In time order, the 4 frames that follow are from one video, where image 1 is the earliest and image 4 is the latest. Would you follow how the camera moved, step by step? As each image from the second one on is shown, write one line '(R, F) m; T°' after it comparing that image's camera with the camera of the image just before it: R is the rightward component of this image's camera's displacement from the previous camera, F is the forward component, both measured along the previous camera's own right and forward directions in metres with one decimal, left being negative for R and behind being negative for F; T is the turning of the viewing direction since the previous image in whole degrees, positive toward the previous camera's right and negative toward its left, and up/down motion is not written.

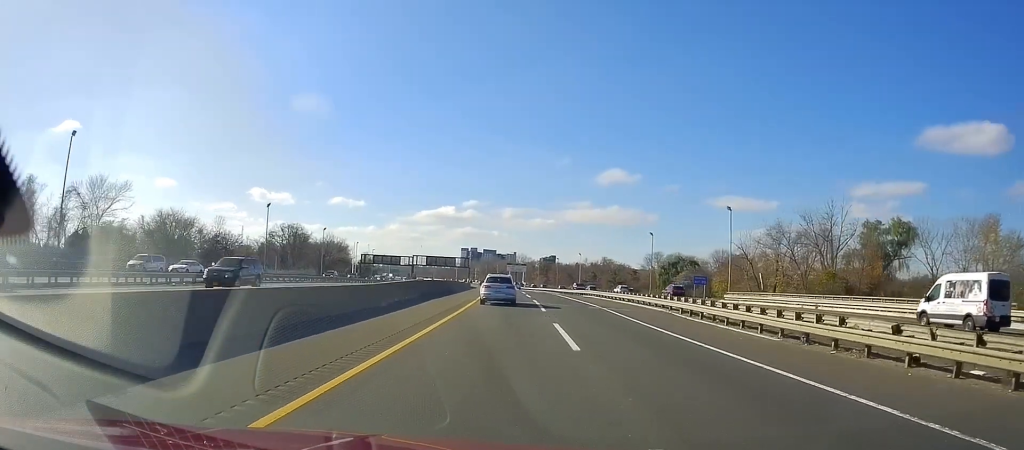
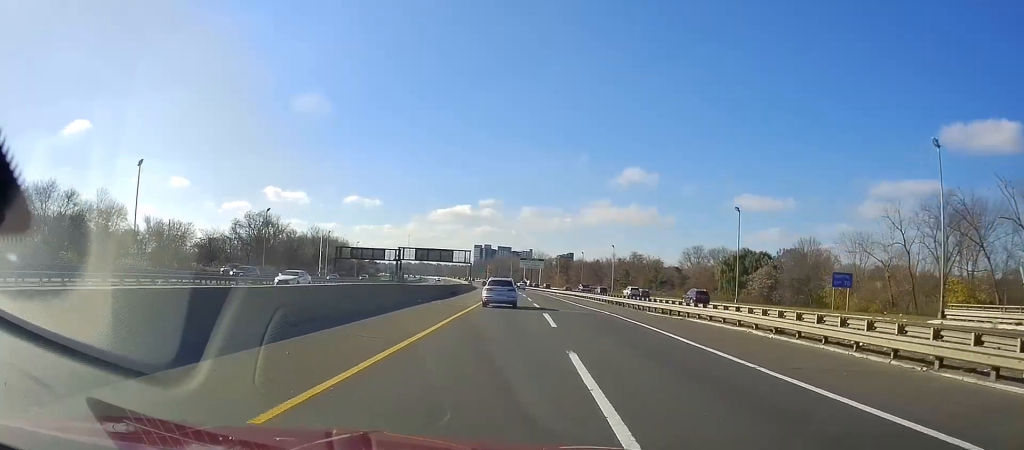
(-0.7, +43.2) m; -2°
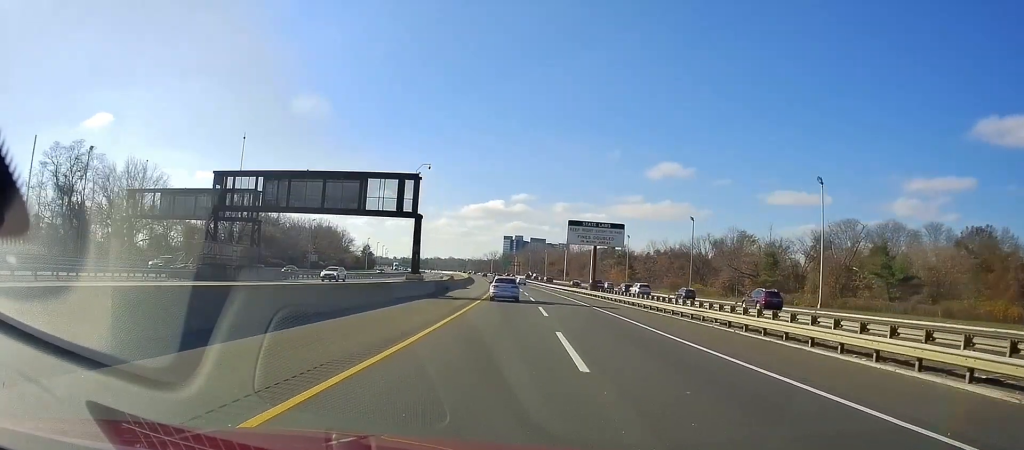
(-3.6, +101.8) m; -4°
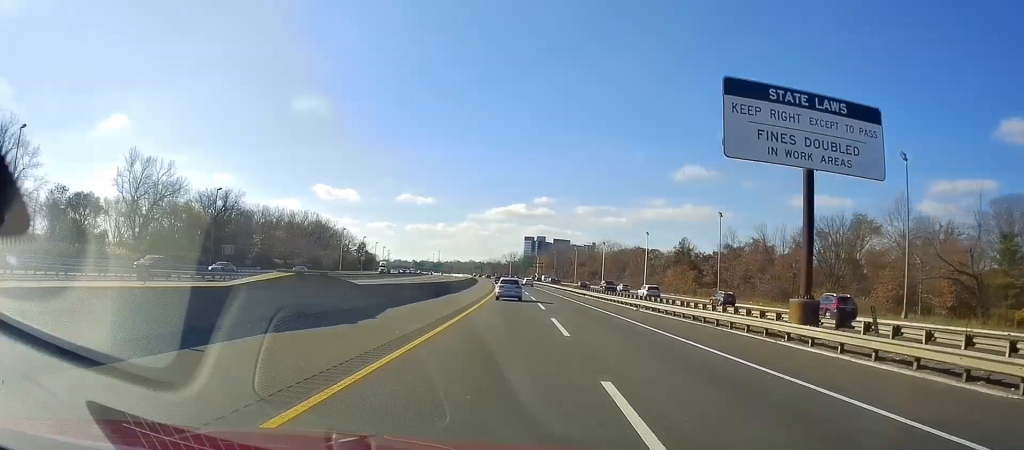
(-1.0, +54.5) m; -1°
